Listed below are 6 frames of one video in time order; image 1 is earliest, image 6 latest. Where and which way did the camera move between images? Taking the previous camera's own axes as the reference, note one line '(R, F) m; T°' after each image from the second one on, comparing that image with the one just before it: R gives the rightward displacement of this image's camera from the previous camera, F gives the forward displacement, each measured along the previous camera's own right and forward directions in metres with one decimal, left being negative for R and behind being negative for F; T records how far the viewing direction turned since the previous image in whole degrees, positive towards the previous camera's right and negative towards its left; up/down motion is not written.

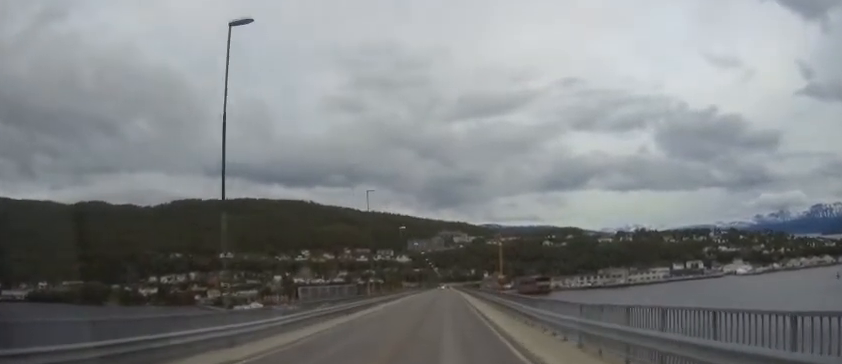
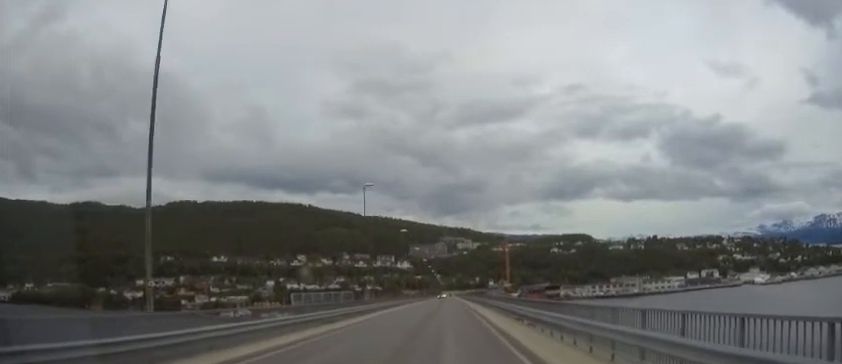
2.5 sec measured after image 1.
(+1.6, +40.1) m; +2°
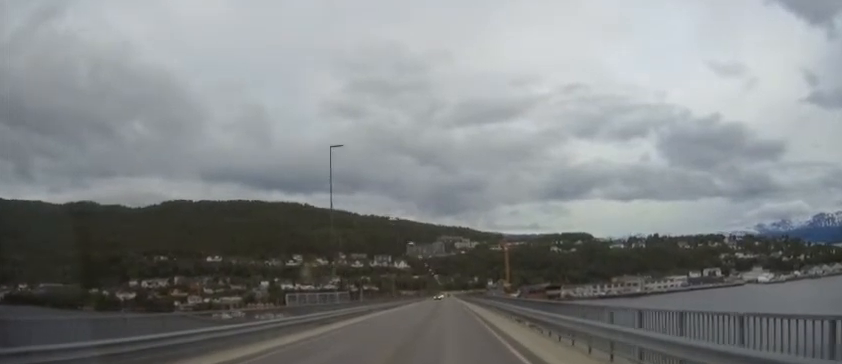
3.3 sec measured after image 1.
(0.0, +13.3) m; 0°
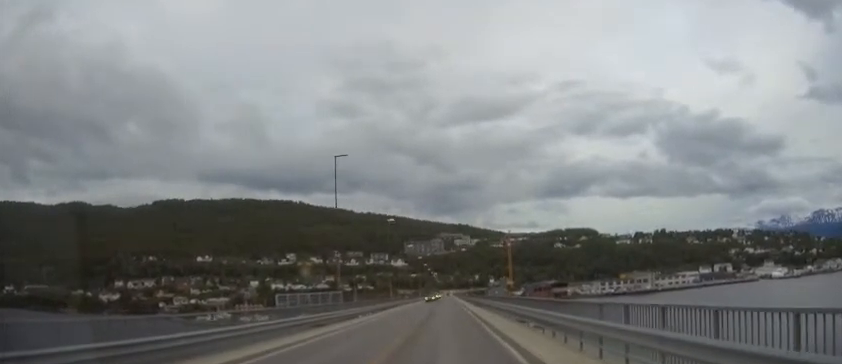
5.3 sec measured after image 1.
(0.0, +33.7) m; 0°
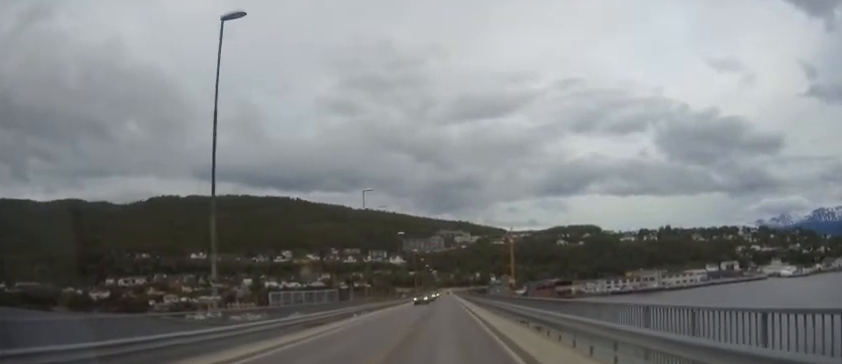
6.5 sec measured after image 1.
(0.0, +20.2) m; 0°
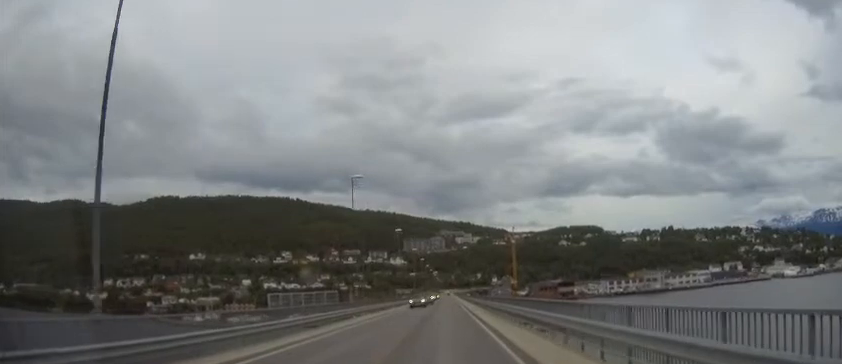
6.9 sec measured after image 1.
(0.0, +6.4) m; 0°
